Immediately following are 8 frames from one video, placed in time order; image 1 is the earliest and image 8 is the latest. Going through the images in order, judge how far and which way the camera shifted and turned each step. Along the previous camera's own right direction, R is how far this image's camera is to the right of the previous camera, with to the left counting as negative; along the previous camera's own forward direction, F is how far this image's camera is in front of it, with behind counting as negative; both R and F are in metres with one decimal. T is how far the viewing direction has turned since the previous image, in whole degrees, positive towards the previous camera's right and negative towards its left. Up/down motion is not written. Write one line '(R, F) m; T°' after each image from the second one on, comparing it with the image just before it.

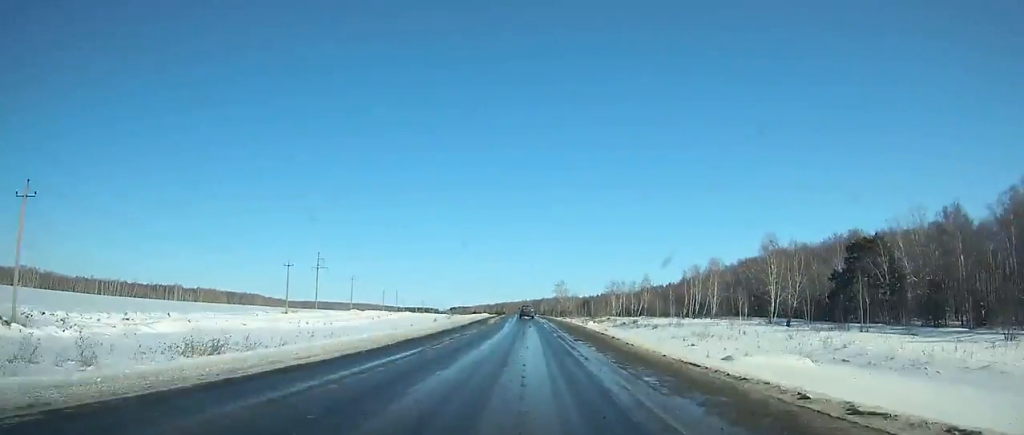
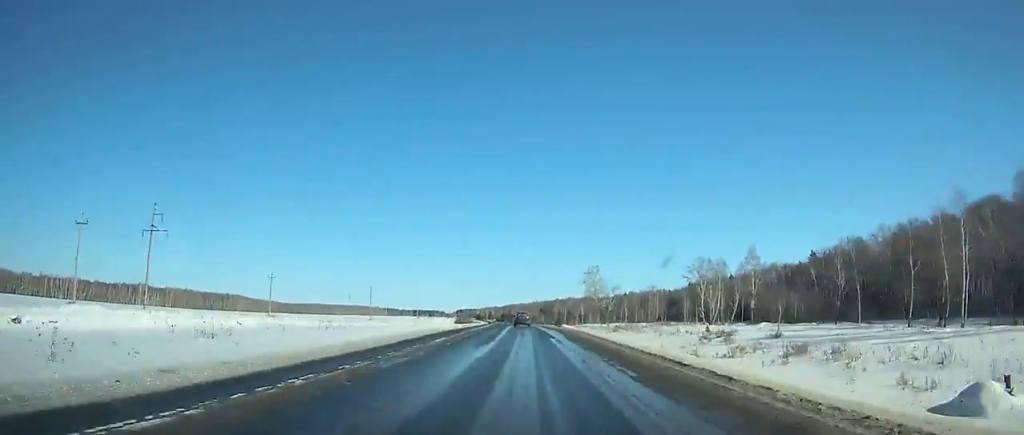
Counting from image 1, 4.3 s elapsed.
(-1.2, +99.9) m; -2°
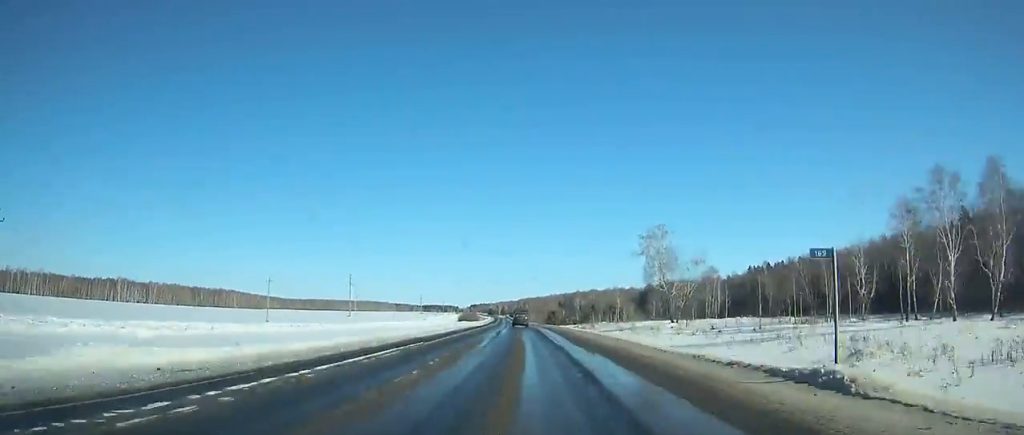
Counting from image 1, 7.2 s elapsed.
(-0.8, +67.3) m; -1°
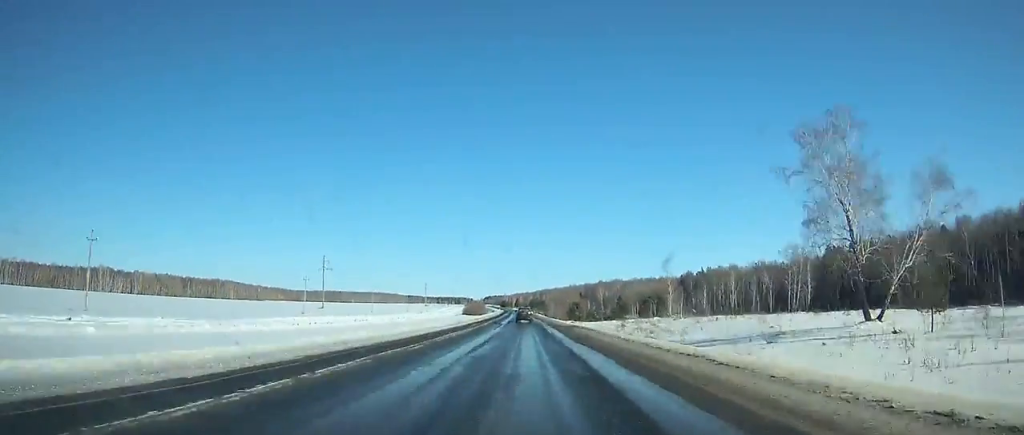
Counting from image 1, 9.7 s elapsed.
(-0.6, +57.9) m; -1°
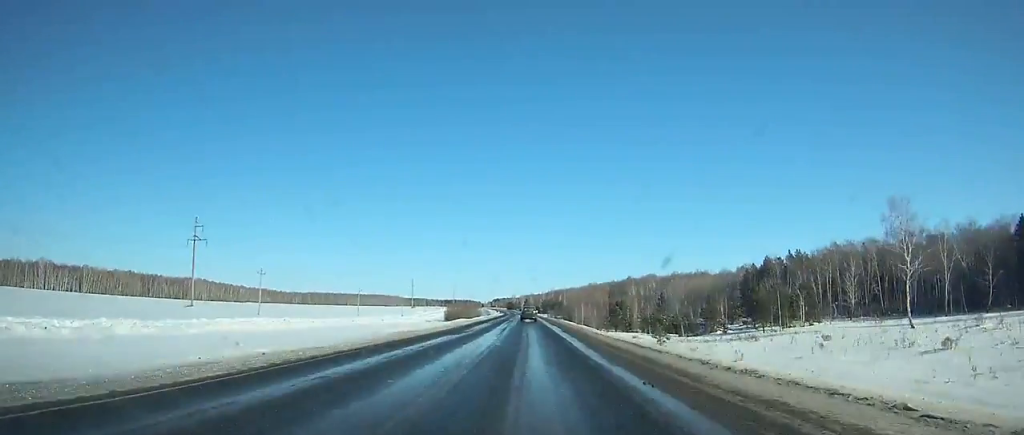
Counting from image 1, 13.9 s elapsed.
(-1.3, +97.3) m; -1°
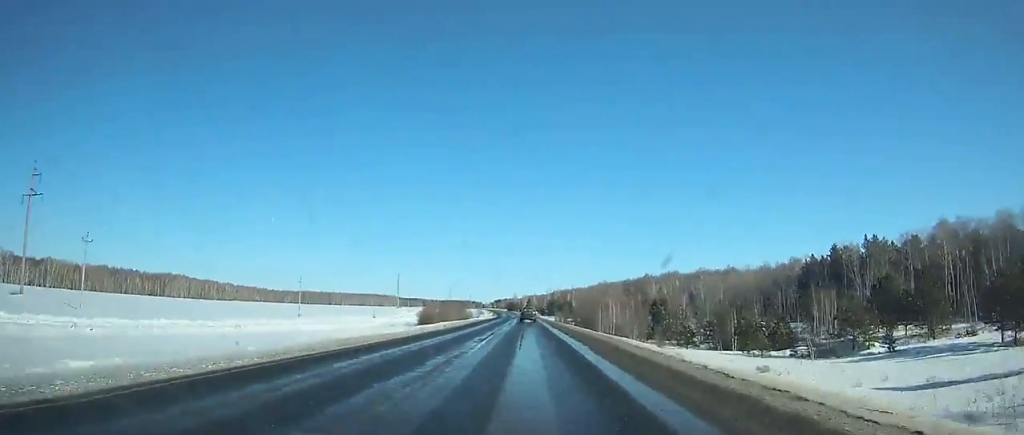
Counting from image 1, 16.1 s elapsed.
(-0.1, +51.1) m; 0°
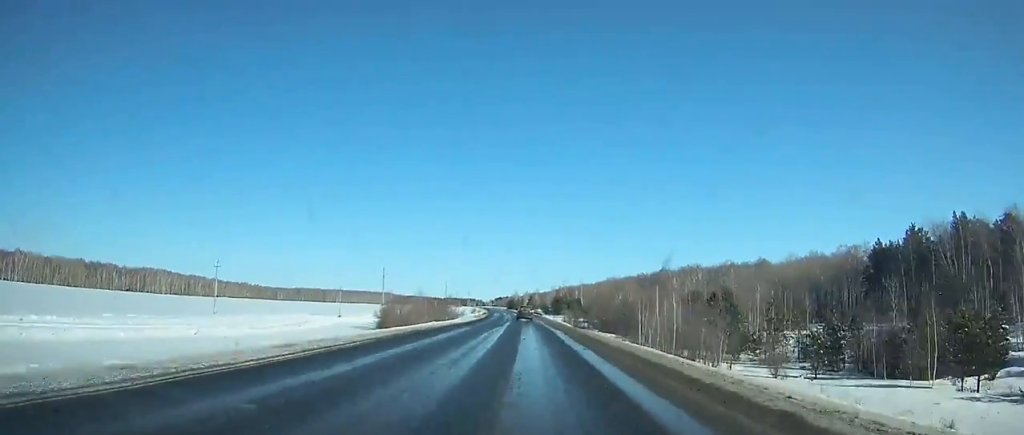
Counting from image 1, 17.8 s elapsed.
(0.0, +39.5) m; 0°
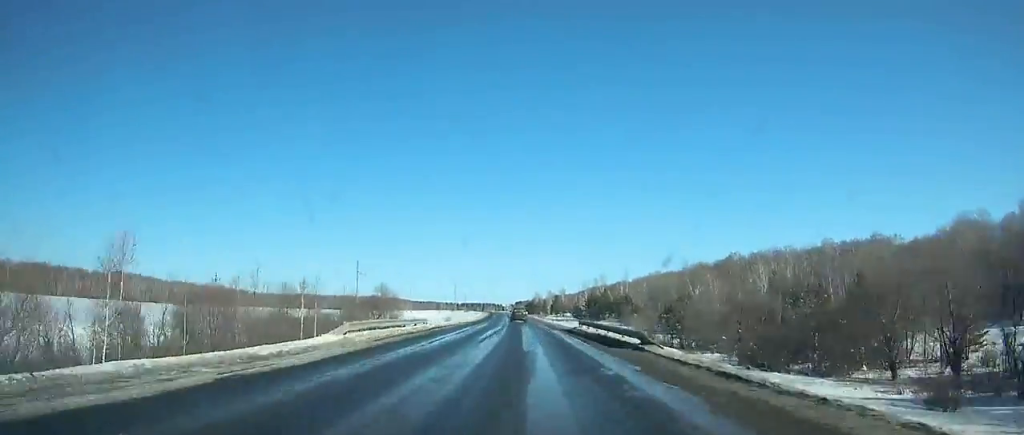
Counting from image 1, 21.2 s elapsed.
(-1.0, +79.3) m; -2°
